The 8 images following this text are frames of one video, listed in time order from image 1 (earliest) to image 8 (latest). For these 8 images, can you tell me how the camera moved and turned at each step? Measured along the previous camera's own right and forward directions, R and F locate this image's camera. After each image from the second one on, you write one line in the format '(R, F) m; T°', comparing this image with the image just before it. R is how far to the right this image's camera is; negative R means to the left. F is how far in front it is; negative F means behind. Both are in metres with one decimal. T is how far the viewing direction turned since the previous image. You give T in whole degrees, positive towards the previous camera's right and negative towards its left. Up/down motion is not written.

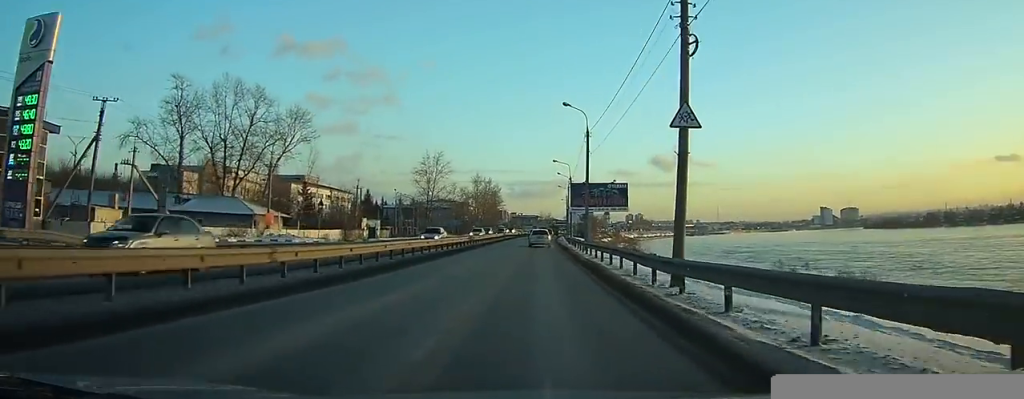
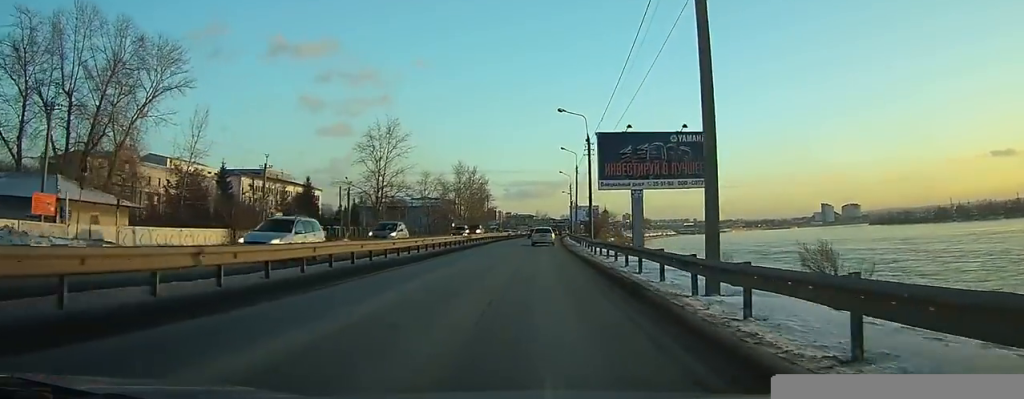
(0.0, +31.0) m; 0°
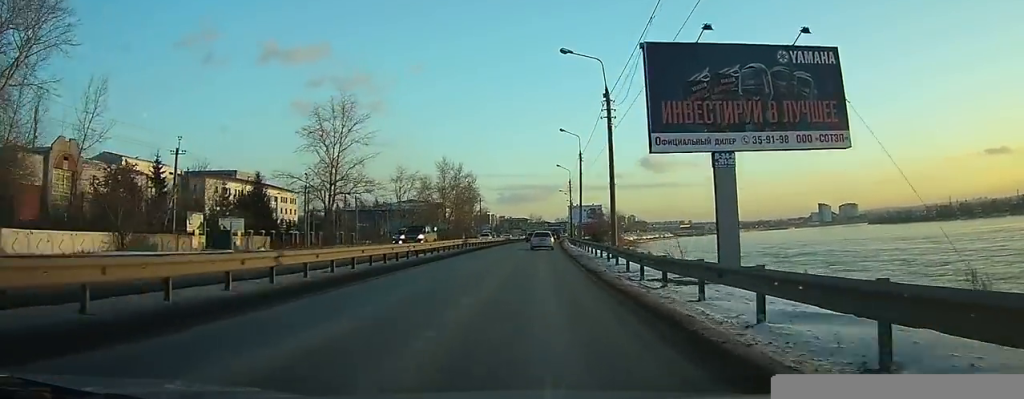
(0.0, +15.6) m; 0°
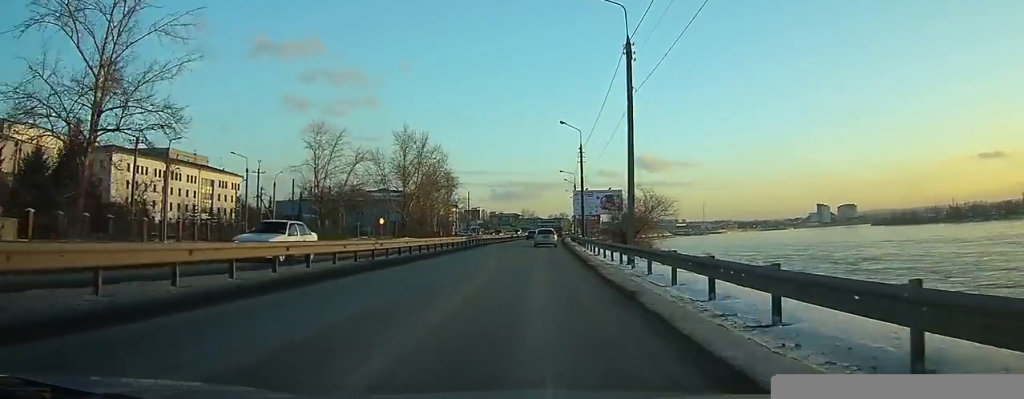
(+0.4, +33.6) m; +1°
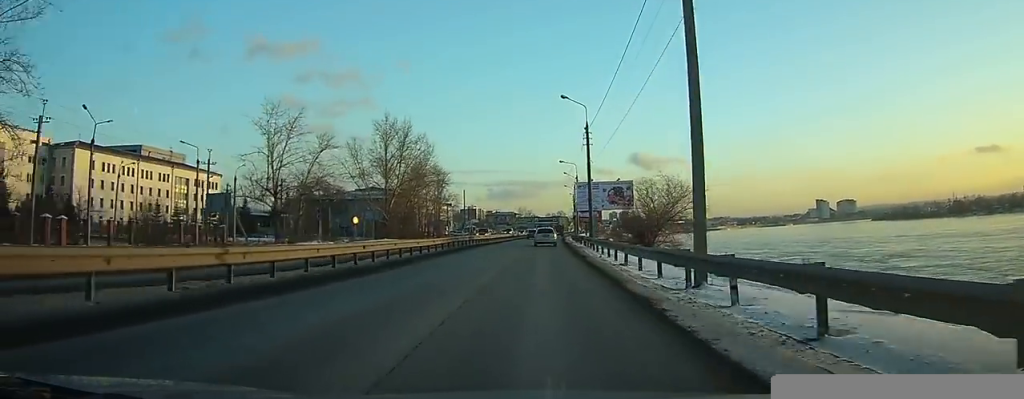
(0.0, +10.2) m; 0°
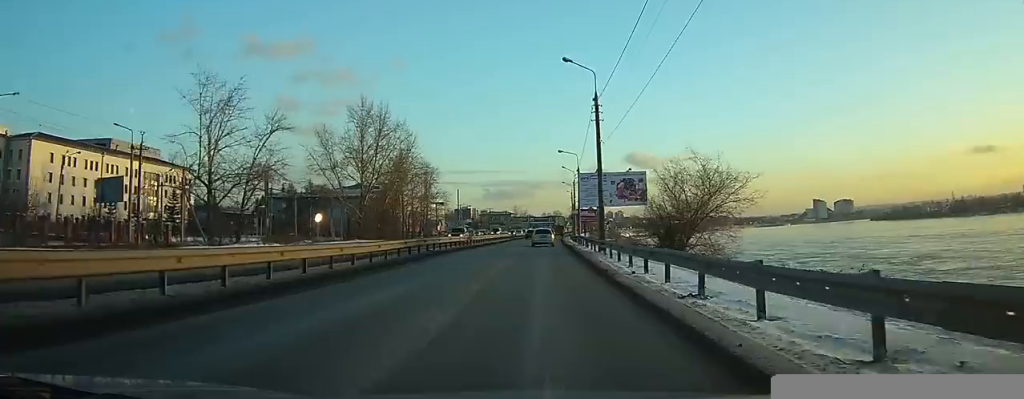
(0.0, +10.2) m; 0°
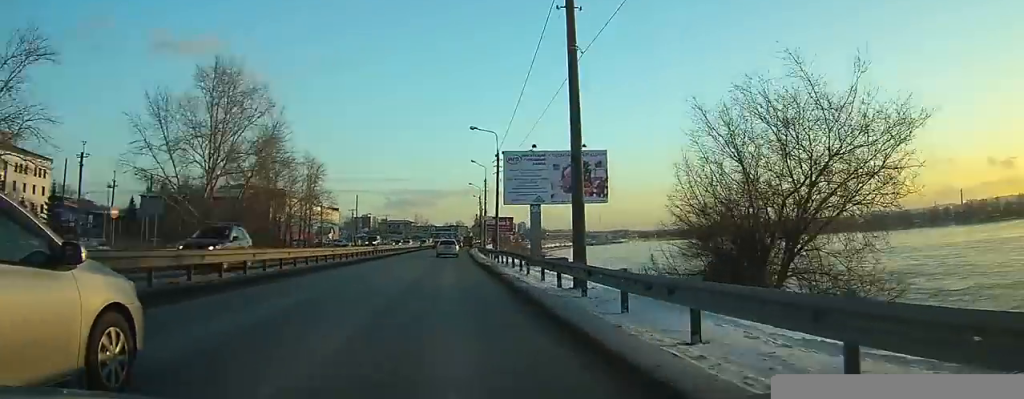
(+0.2, +19.0) m; +1°
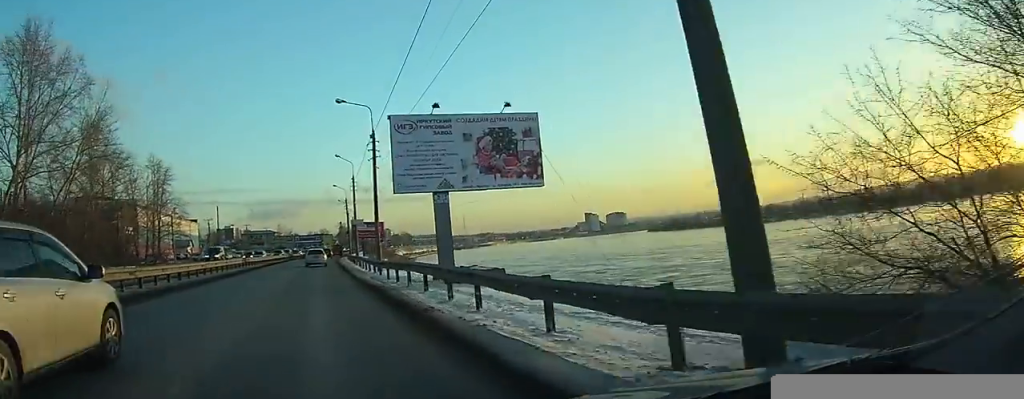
(0.0, +11.2) m; +1°
